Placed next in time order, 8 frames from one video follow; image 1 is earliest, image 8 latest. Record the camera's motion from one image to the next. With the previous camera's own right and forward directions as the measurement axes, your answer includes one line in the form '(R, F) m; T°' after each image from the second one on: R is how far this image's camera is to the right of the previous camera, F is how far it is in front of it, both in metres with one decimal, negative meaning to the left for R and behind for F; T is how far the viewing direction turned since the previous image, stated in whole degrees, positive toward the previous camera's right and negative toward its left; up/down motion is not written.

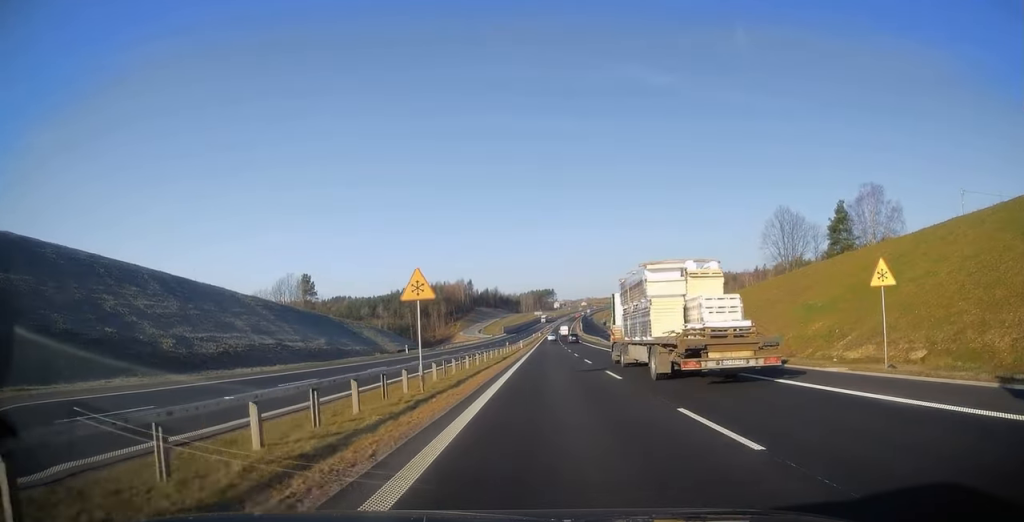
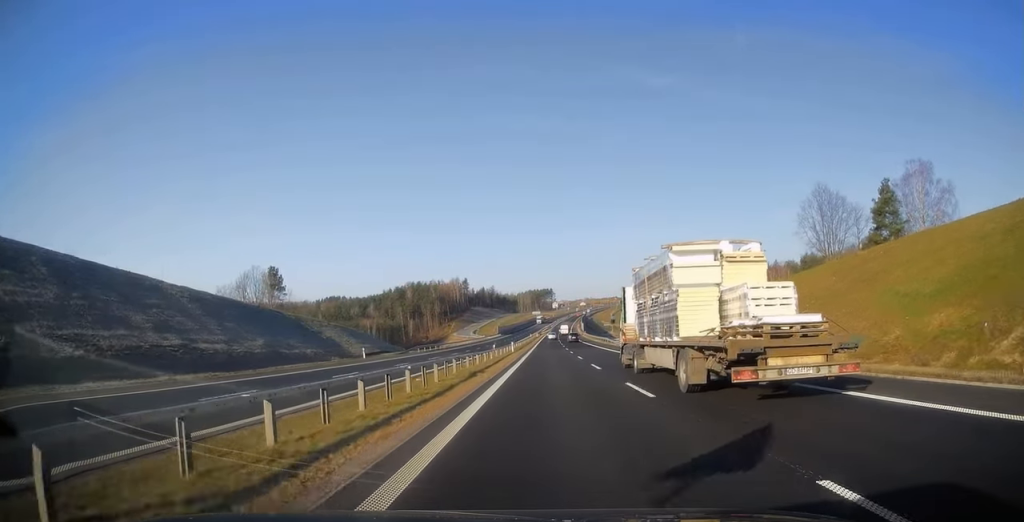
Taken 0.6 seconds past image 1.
(+0.2, +17.5) m; 0°
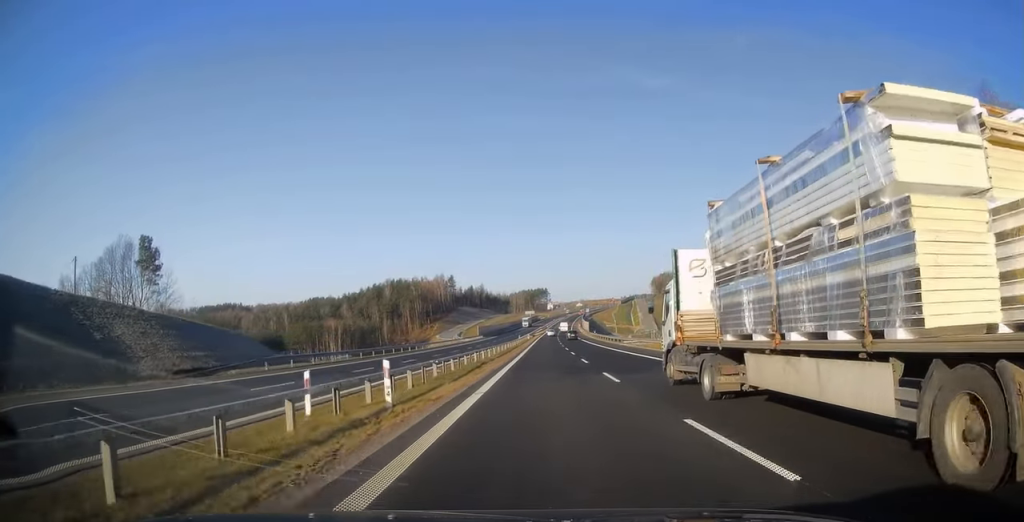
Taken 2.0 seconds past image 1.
(0.0, +43.7) m; 0°
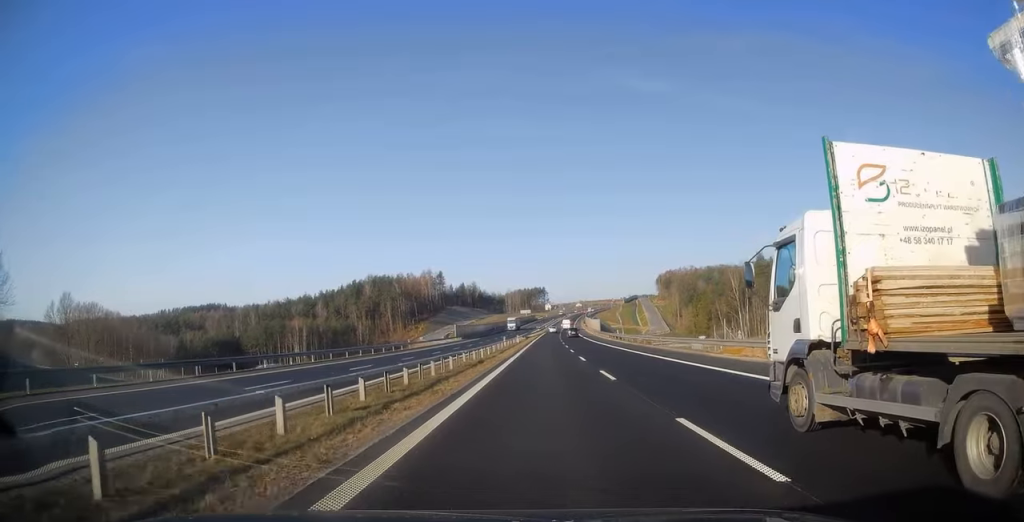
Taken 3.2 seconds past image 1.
(+0.2, +35.9) m; 0°
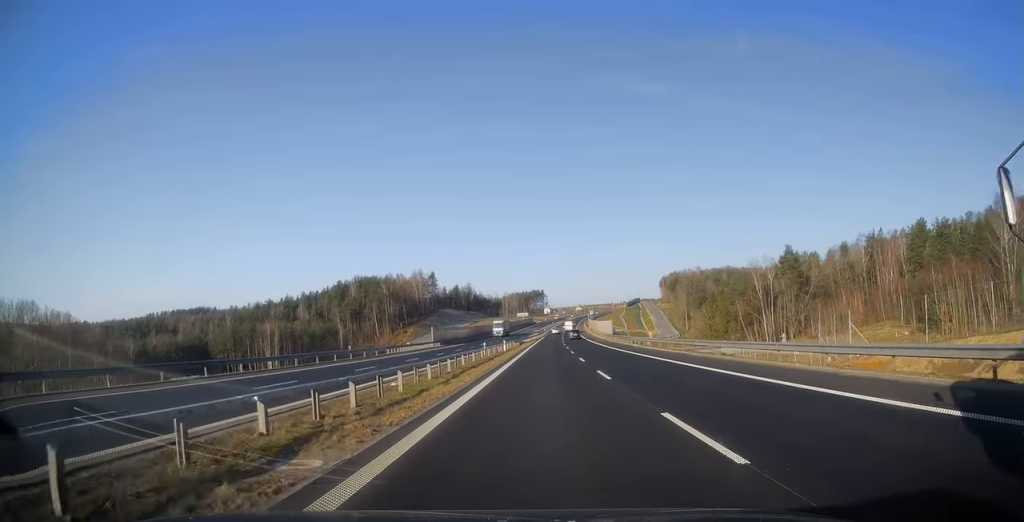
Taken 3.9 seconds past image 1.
(+0.1, +23.0) m; 0°
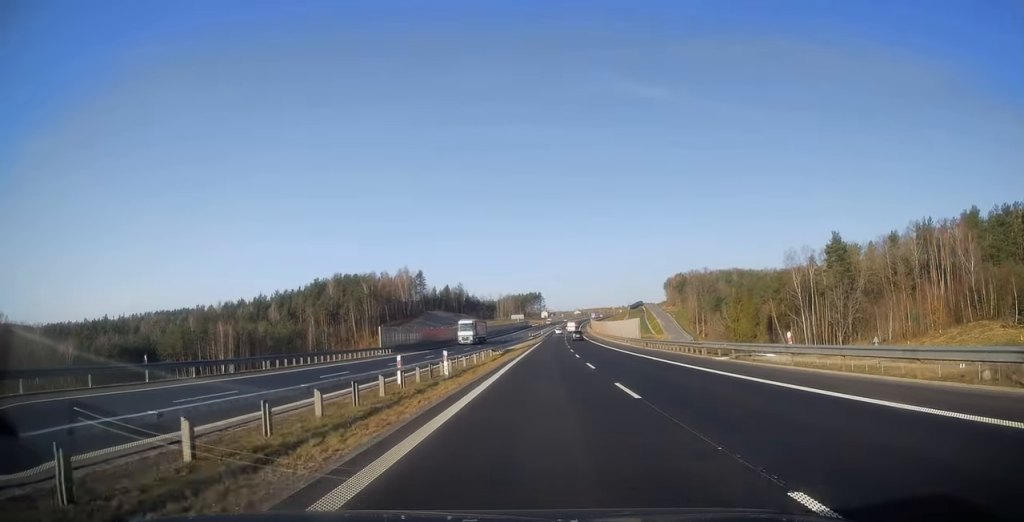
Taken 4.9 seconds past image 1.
(-0.2, +29.0) m; 0°
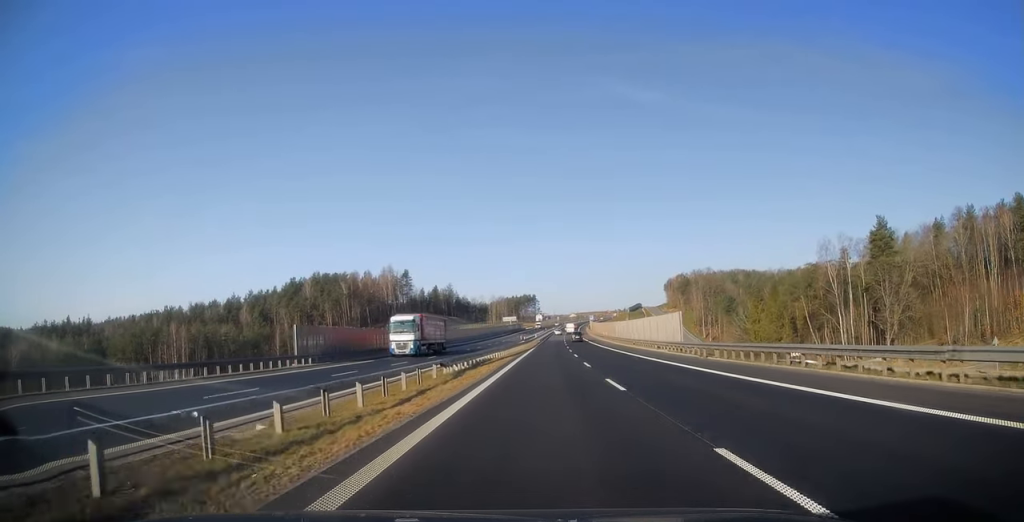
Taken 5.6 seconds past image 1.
(+0.1, +21.8) m; +1°
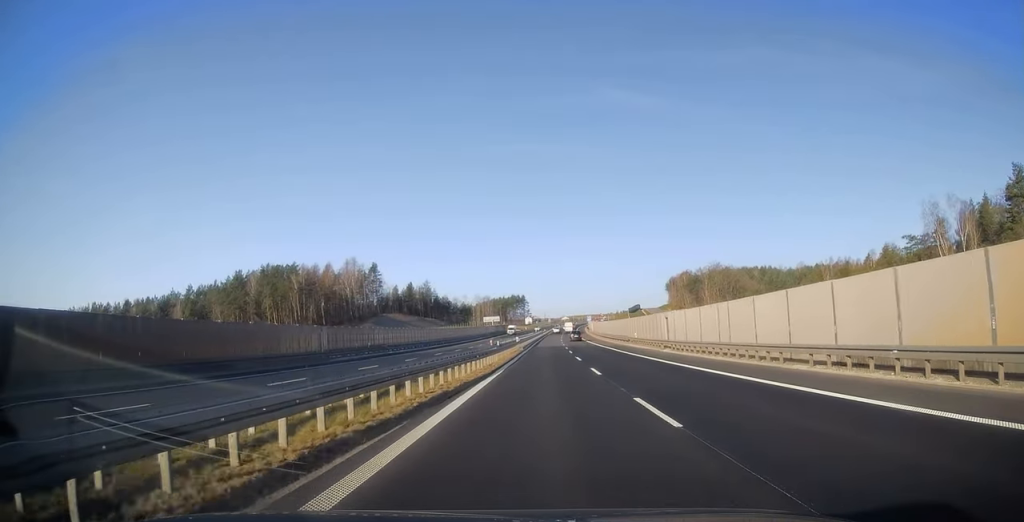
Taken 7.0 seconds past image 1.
(+0.4, +42.0) m; 0°
